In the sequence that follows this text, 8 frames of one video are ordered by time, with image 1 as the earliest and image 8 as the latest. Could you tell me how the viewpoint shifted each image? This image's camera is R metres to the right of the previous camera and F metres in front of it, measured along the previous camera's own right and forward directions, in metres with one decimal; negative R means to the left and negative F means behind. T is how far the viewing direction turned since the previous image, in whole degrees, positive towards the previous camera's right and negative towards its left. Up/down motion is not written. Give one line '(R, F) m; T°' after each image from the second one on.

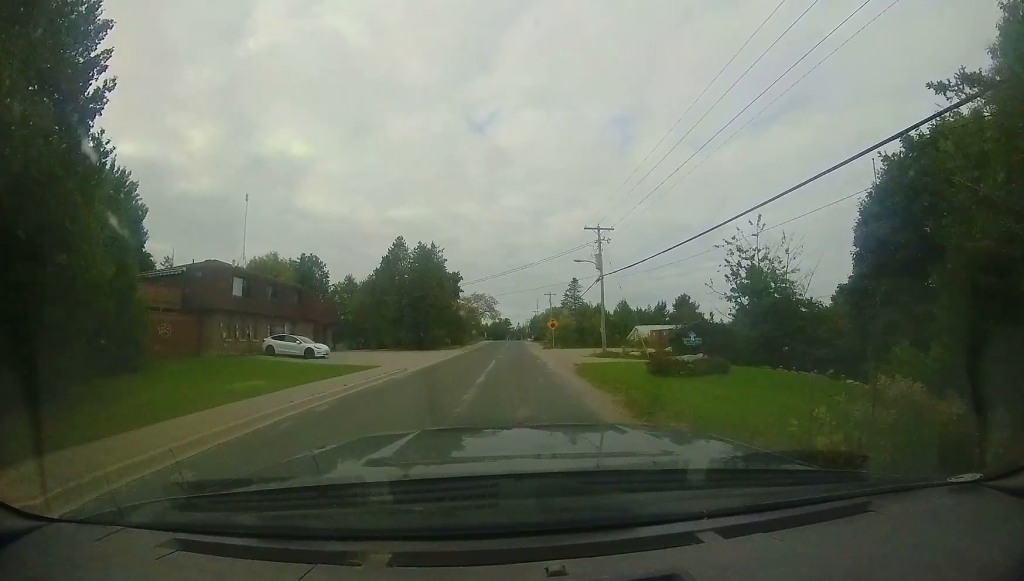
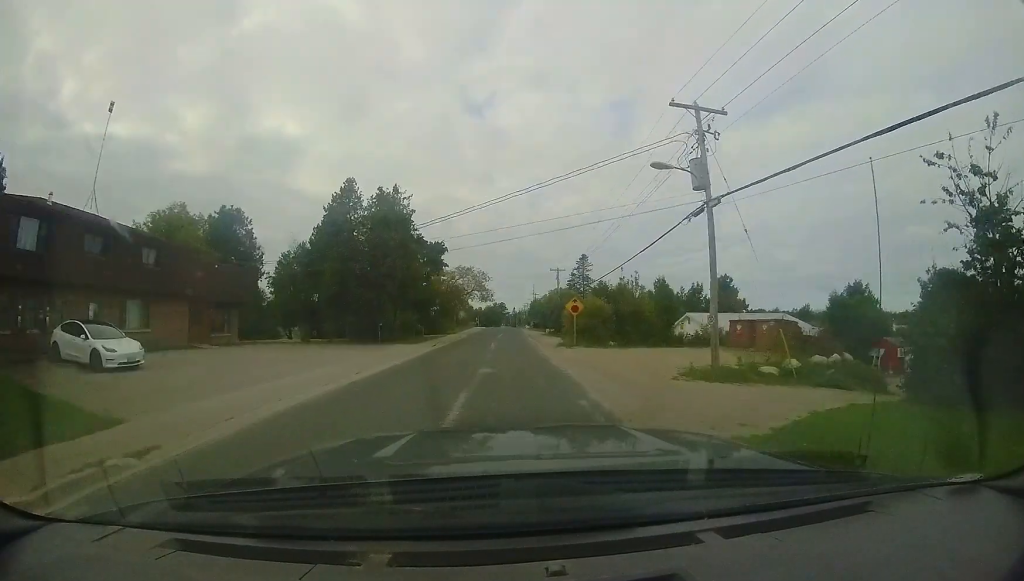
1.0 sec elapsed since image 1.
(+0.1, +8.9) m; +1°
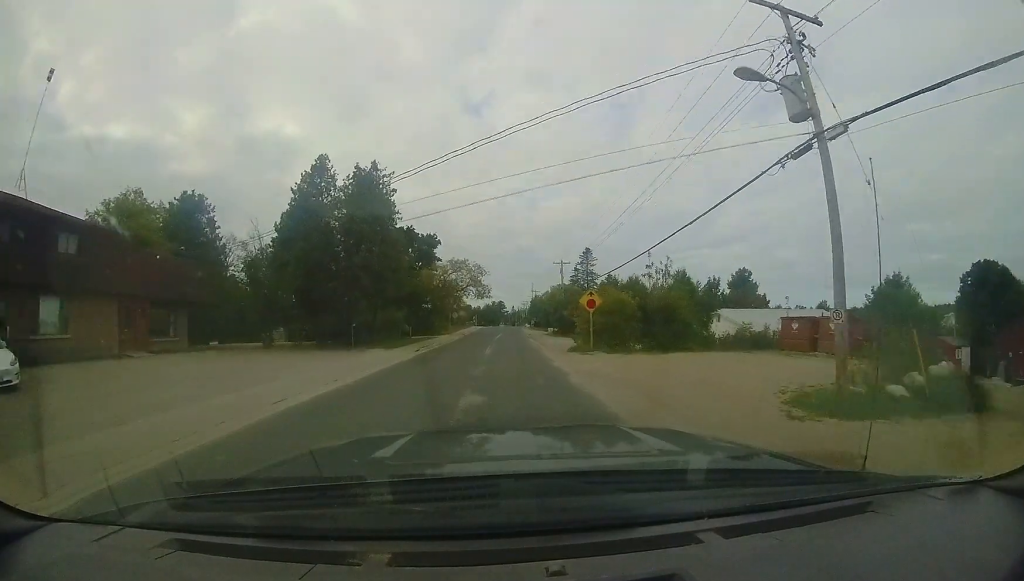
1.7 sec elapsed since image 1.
(0.0, +5.9) m; 0°
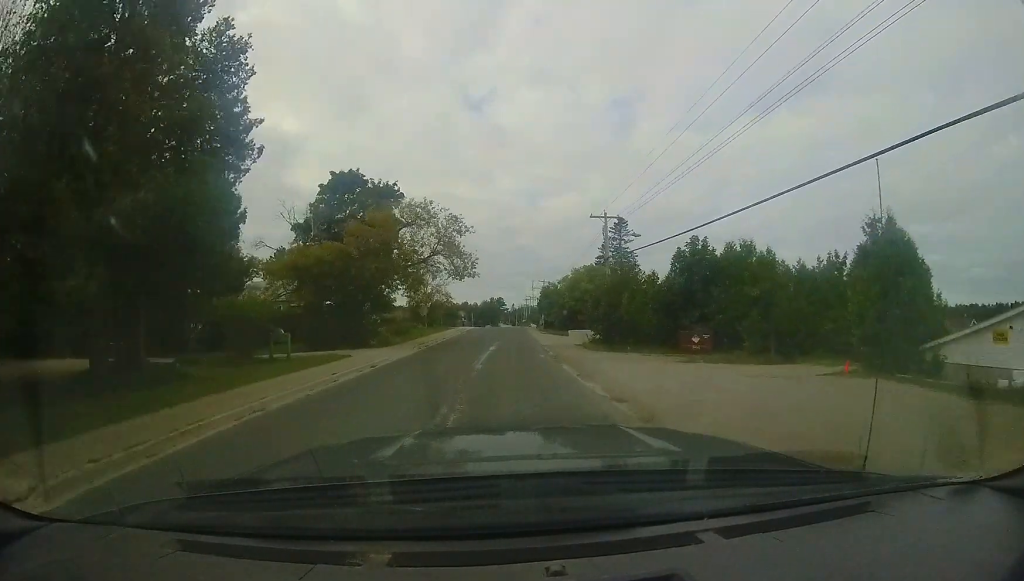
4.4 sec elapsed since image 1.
(-0.6, +23.5) m; -1°
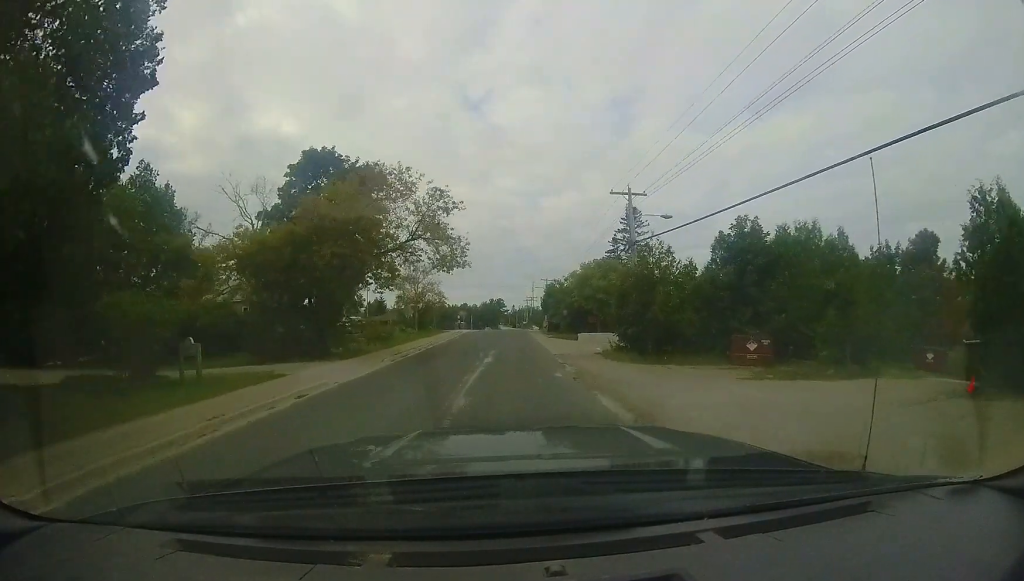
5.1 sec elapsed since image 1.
(+0.3, +6.4) m; 0°
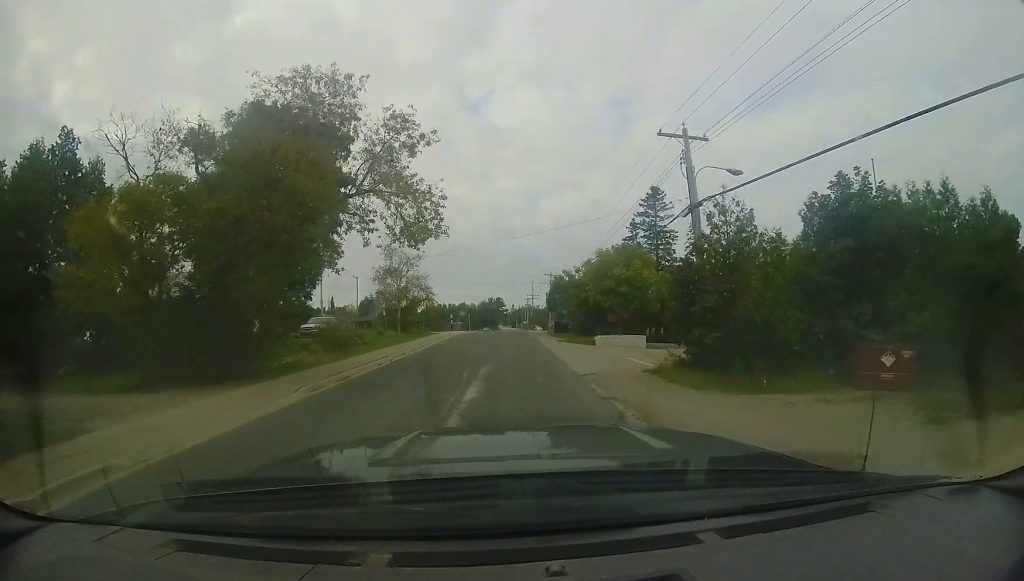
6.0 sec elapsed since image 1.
(-0.2, +8.9) m; -1°
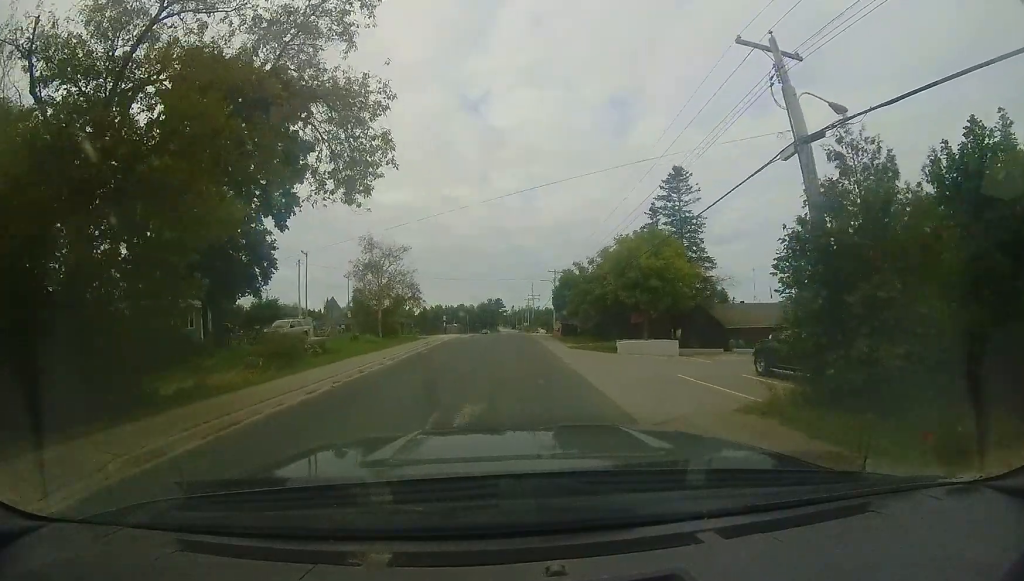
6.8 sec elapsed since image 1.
(-0.1, +7.1) m; -1°
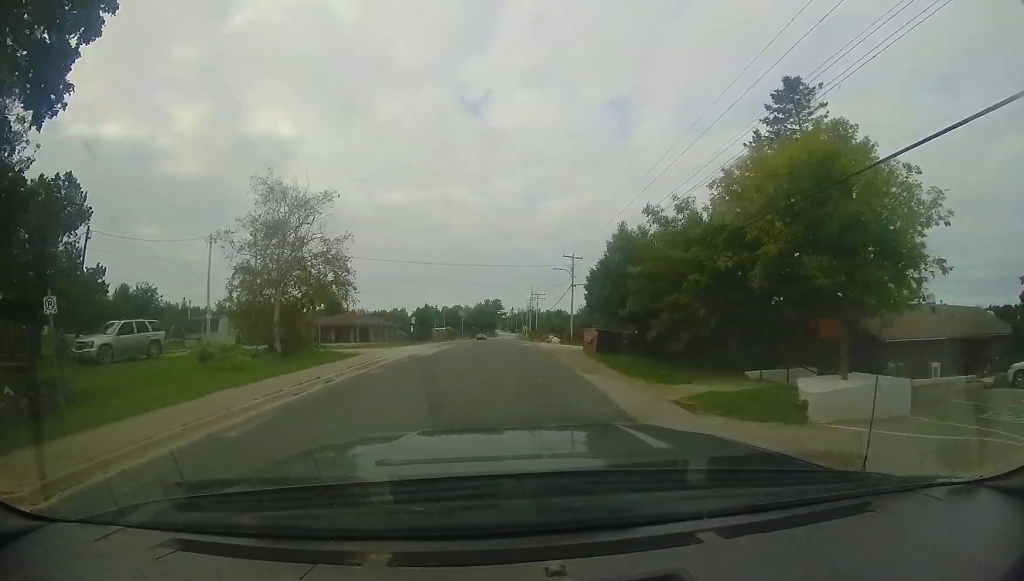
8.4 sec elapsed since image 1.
(+0.1, +13.1) m; +2°
